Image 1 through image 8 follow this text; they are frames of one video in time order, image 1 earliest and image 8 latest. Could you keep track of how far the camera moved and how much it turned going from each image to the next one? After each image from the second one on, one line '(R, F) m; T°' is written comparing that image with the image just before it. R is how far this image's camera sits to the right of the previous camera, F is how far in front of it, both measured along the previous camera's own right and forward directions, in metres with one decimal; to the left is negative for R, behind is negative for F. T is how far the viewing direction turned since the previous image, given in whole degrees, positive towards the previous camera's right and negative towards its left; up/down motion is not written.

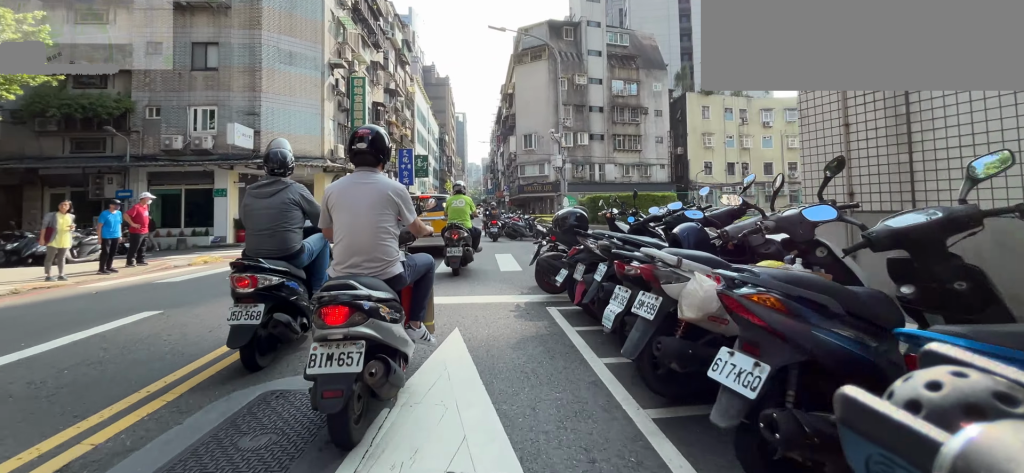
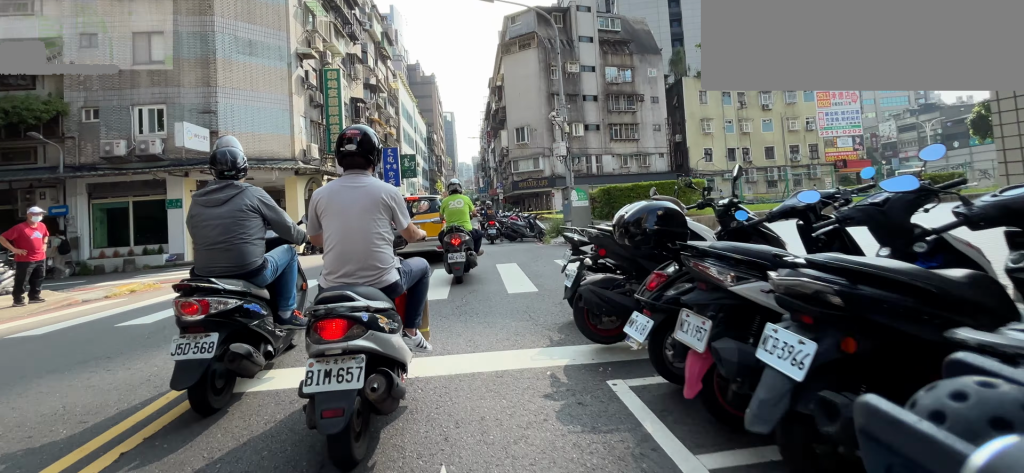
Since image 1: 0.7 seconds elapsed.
(0.0, +2.4) m; 0°
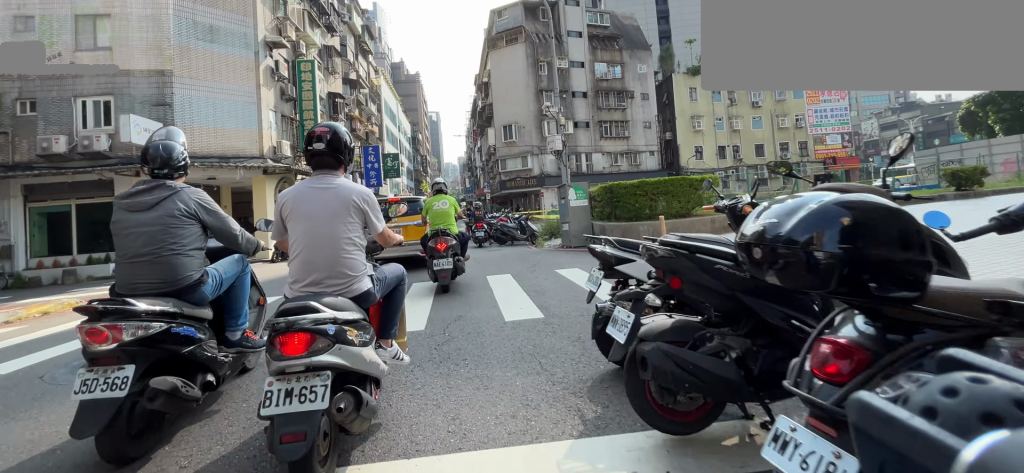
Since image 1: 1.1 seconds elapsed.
(0.0, +1.4) m; -1°
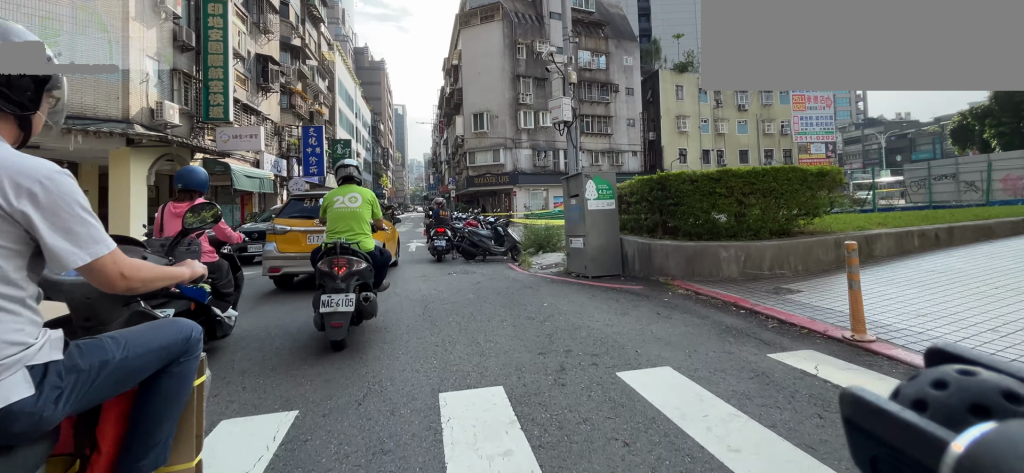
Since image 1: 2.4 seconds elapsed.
(-0.1, +3.5) m; -3°
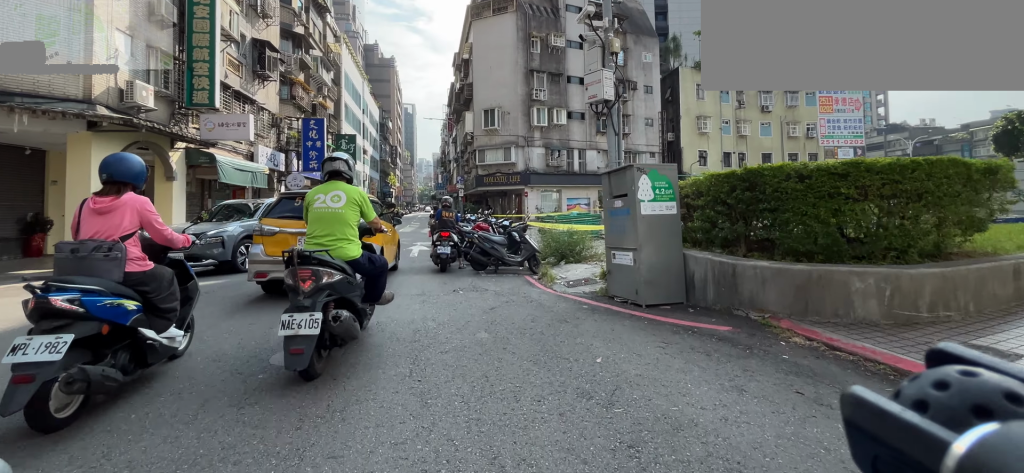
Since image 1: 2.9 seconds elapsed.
(0.0, +1.2) m; 0°
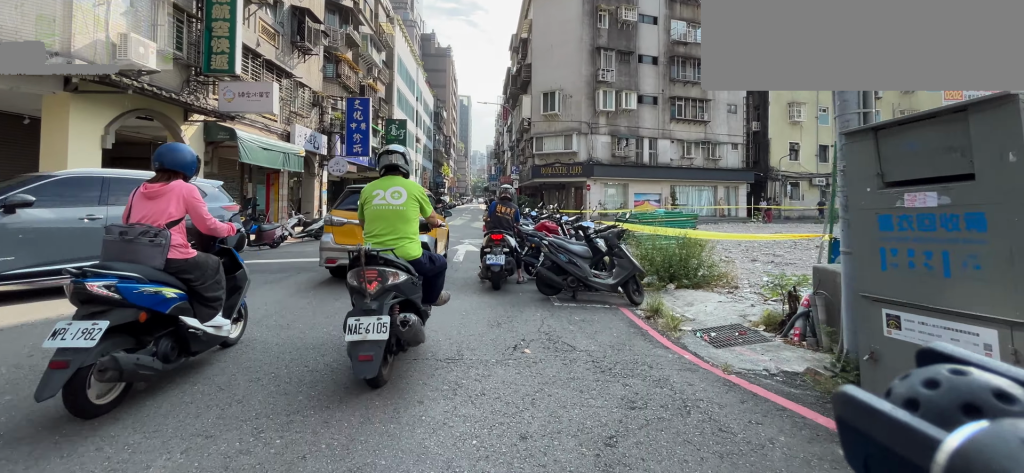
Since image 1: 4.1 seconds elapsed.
(0.0, +2.5) m; 0°
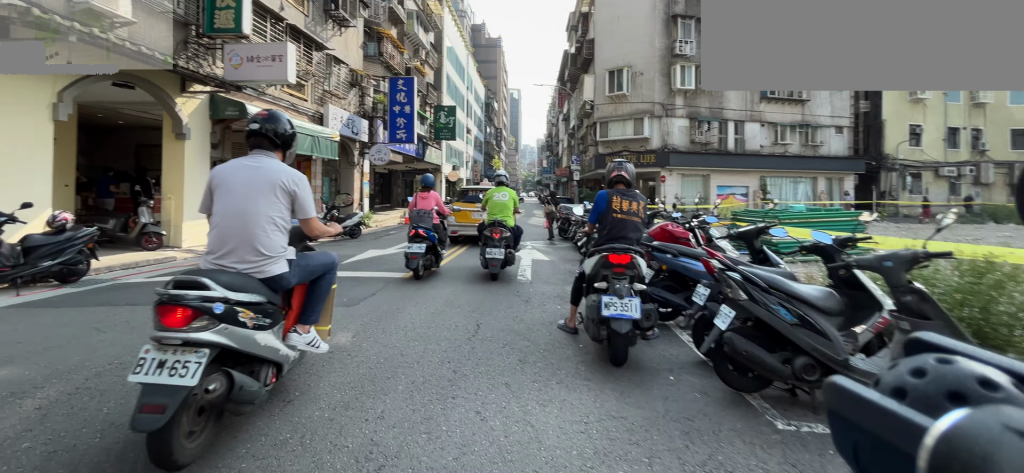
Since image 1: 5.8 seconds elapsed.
(0.0, +3.9) m; +1°
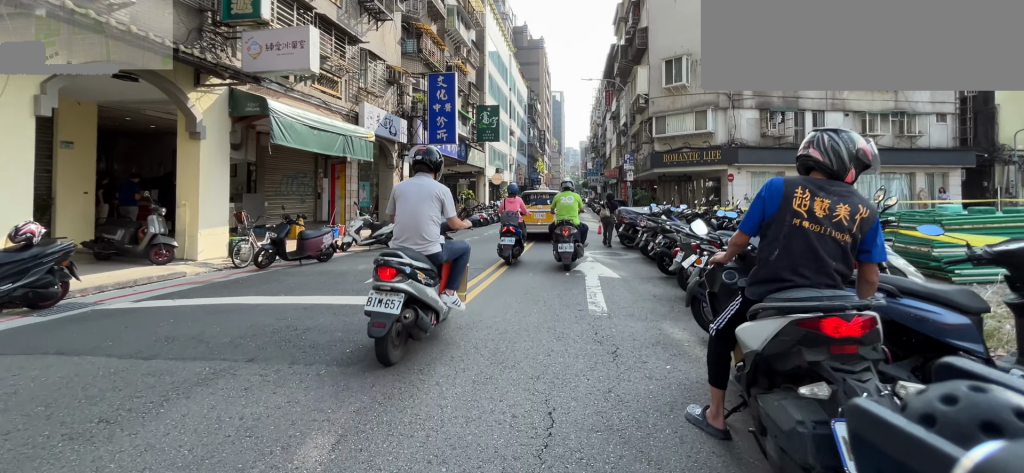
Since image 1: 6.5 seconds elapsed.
(0.0, +1.7) m; +2°
